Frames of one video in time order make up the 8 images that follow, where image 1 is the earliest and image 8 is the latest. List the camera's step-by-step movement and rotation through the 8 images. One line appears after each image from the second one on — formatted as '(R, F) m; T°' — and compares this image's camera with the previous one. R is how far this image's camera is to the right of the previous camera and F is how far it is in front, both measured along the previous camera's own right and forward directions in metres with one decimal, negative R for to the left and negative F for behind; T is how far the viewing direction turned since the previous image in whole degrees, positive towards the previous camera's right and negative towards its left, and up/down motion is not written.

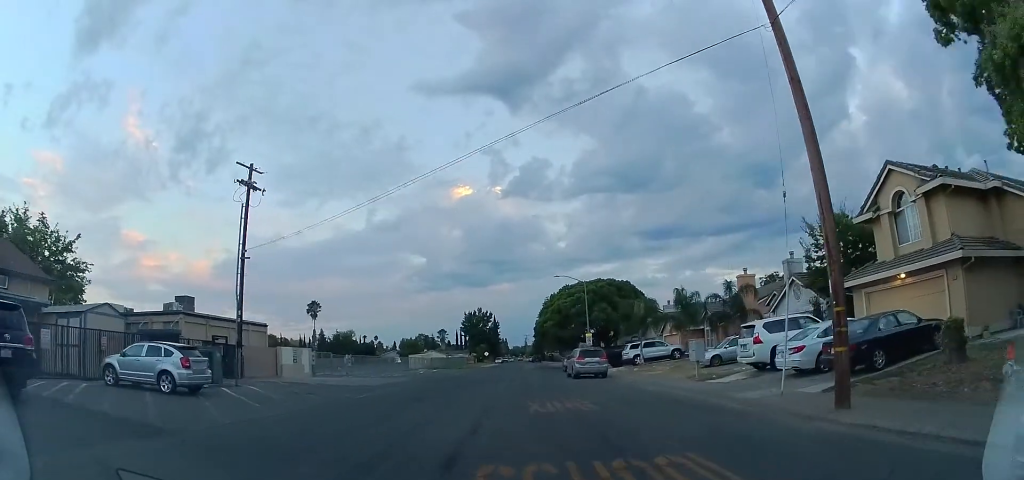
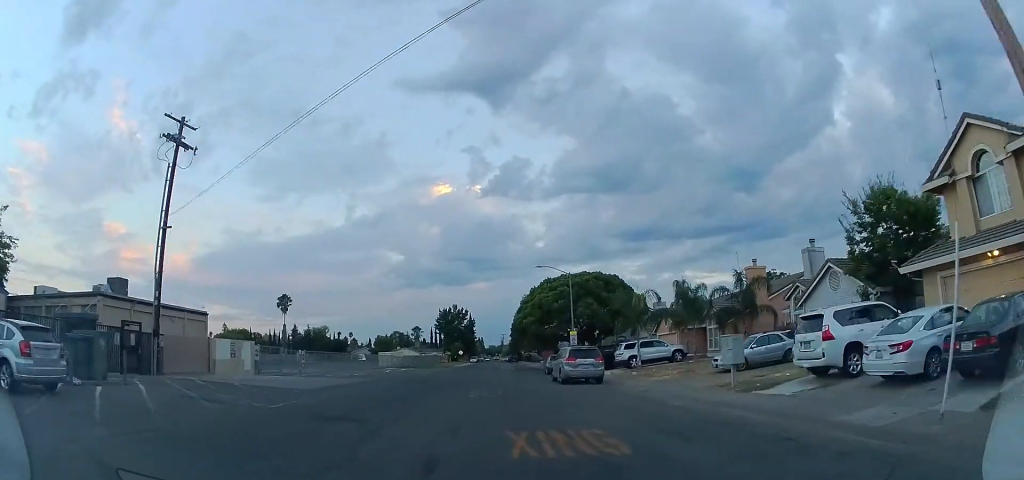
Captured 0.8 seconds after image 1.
(0.0, +5.8) m; 0°
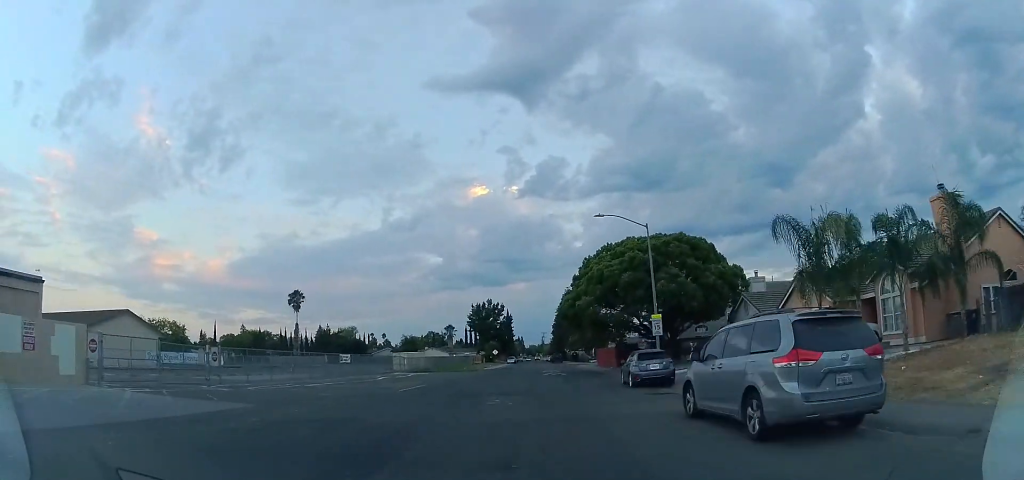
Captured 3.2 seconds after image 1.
(0.0, +17.5) m; 0°
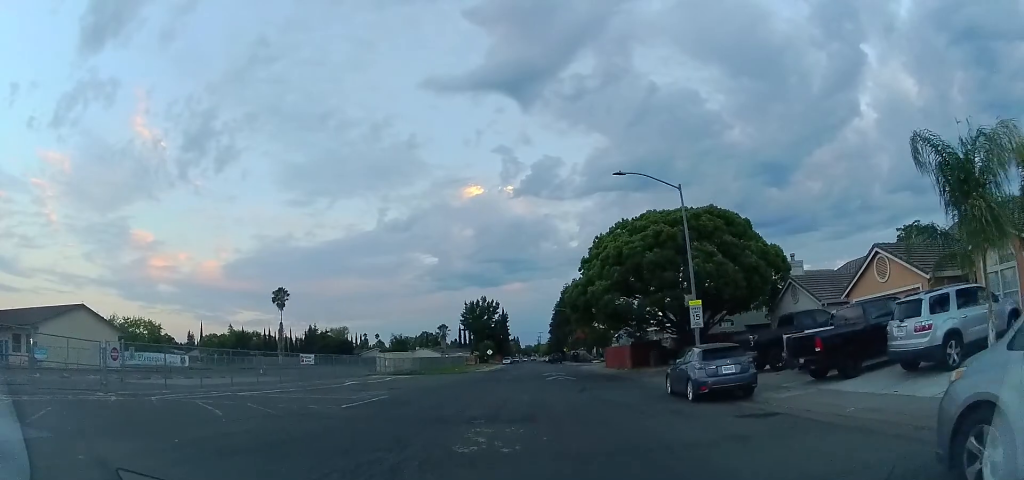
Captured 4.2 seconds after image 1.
(0.0, +7.3) m; 0°
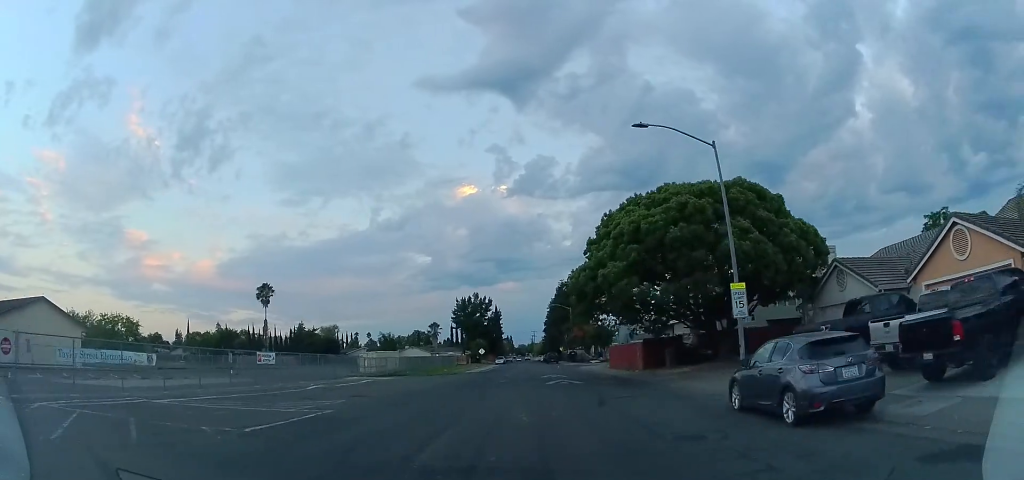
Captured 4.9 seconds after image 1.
(0.0, +5.3) m; 0°
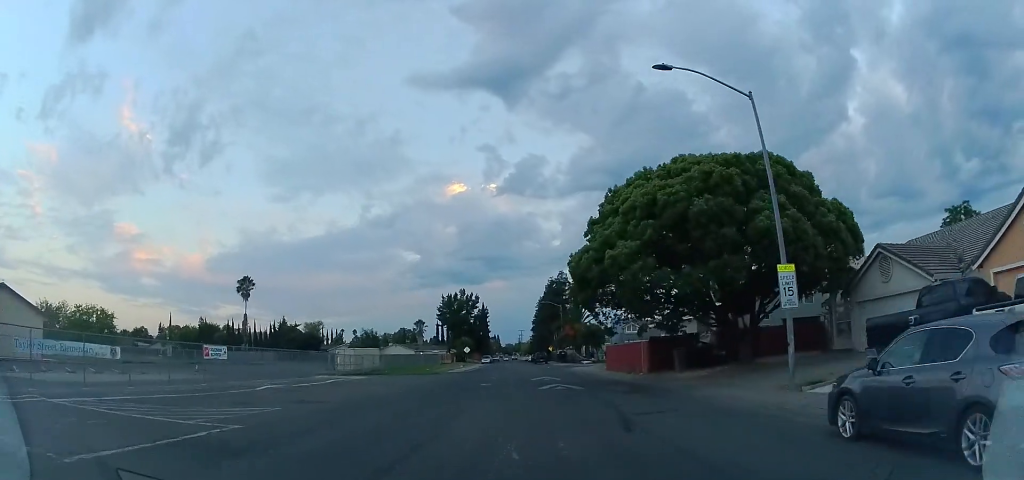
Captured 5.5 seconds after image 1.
(0.0, +4.4) m; 0°
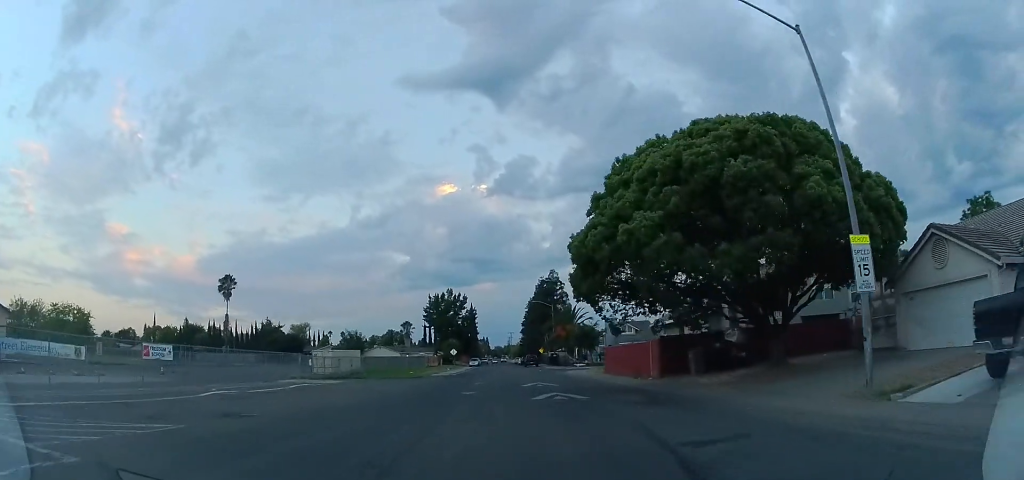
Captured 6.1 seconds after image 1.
(0.0, +4.2) m; 0°
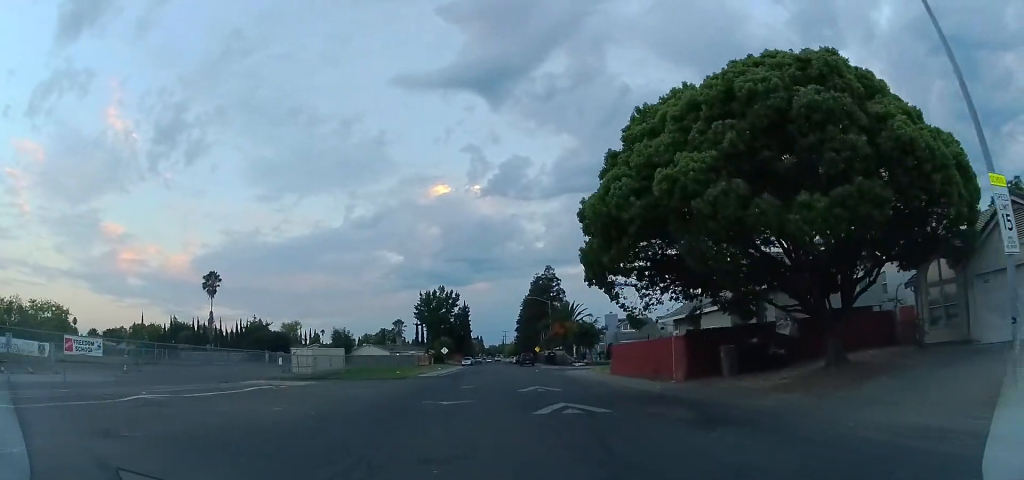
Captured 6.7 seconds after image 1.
(0.0, +4.6) m; +1°
